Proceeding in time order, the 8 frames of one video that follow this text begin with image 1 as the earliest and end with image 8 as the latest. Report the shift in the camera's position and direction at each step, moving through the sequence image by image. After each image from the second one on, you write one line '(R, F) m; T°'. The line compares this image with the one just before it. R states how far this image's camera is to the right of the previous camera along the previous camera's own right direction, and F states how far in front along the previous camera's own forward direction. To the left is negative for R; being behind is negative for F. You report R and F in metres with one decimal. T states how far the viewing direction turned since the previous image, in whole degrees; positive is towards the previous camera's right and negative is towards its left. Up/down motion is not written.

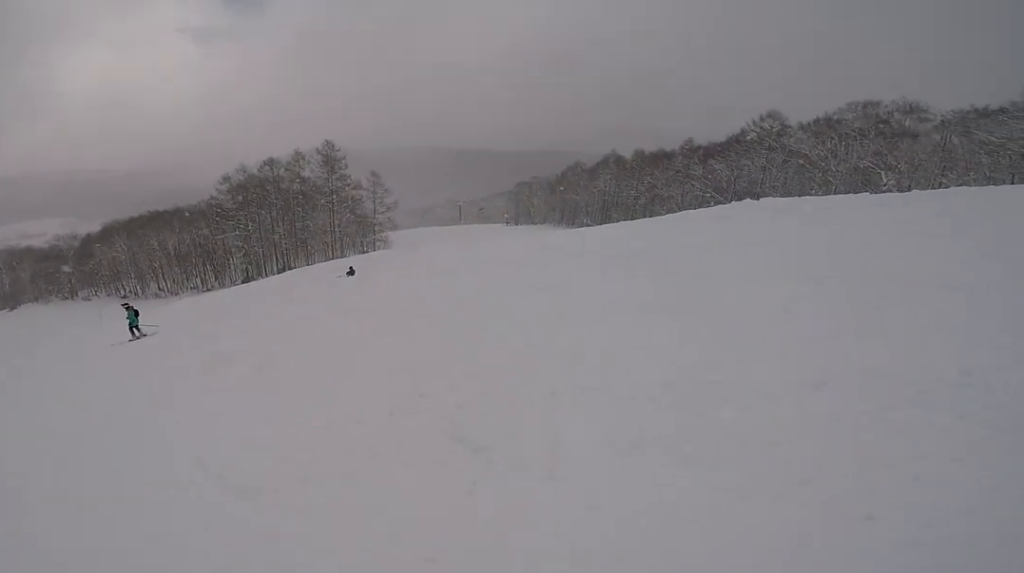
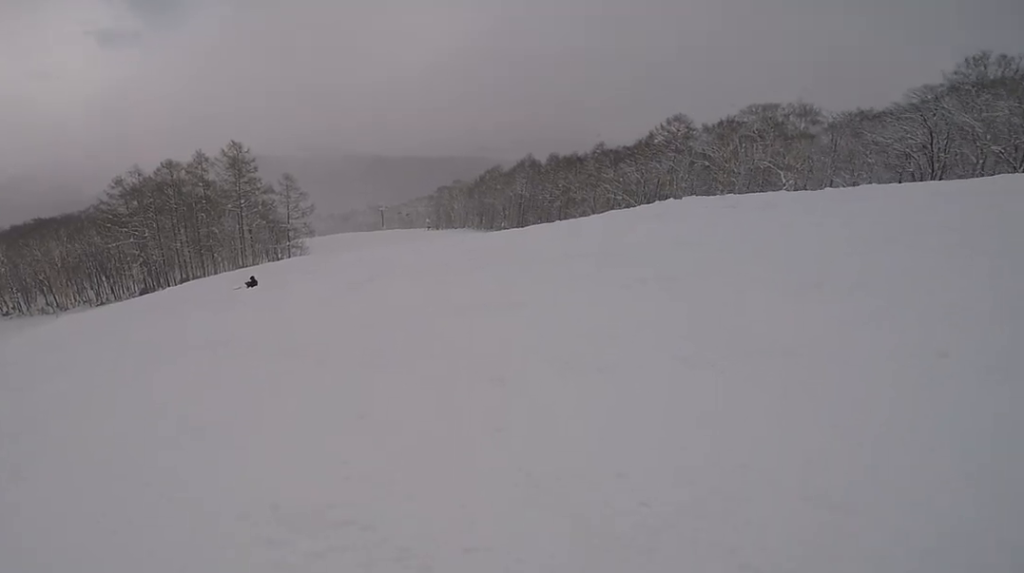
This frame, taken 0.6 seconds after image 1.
(+0.7, +2.6) m; 0°
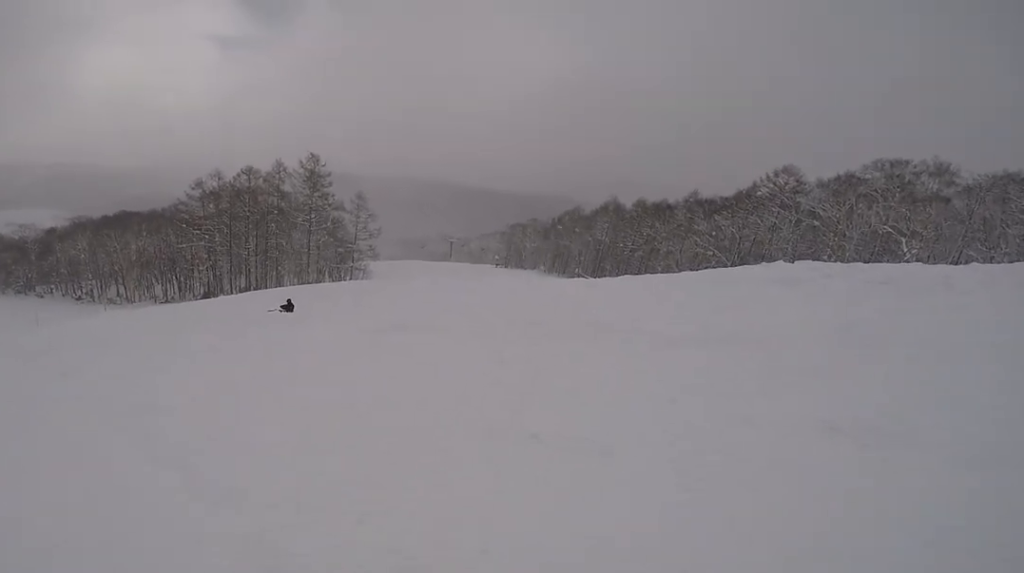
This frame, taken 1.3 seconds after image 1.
(0.0, +3.2) m; -14°
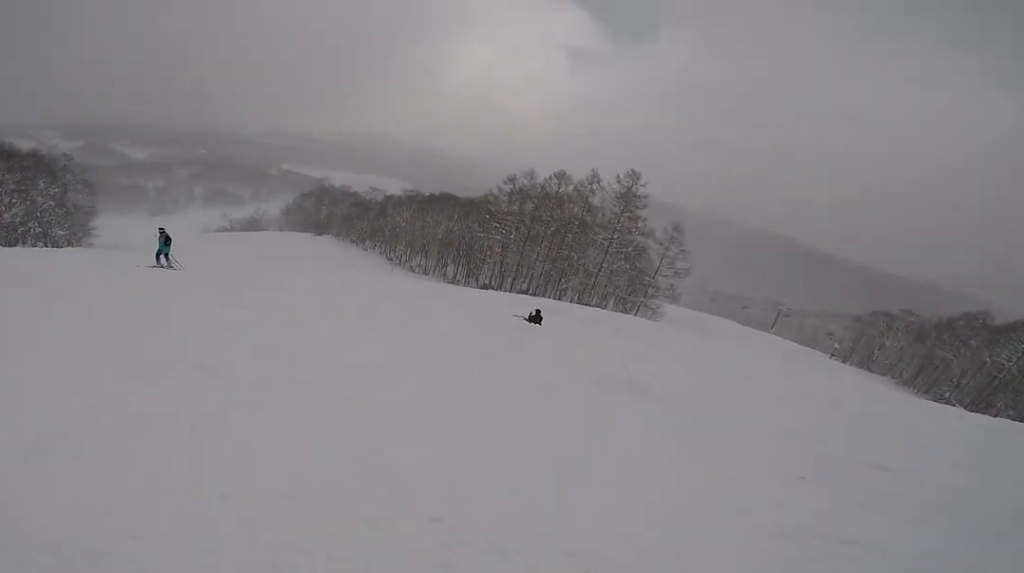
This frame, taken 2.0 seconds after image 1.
(-0.3, +3.1) m; -28°
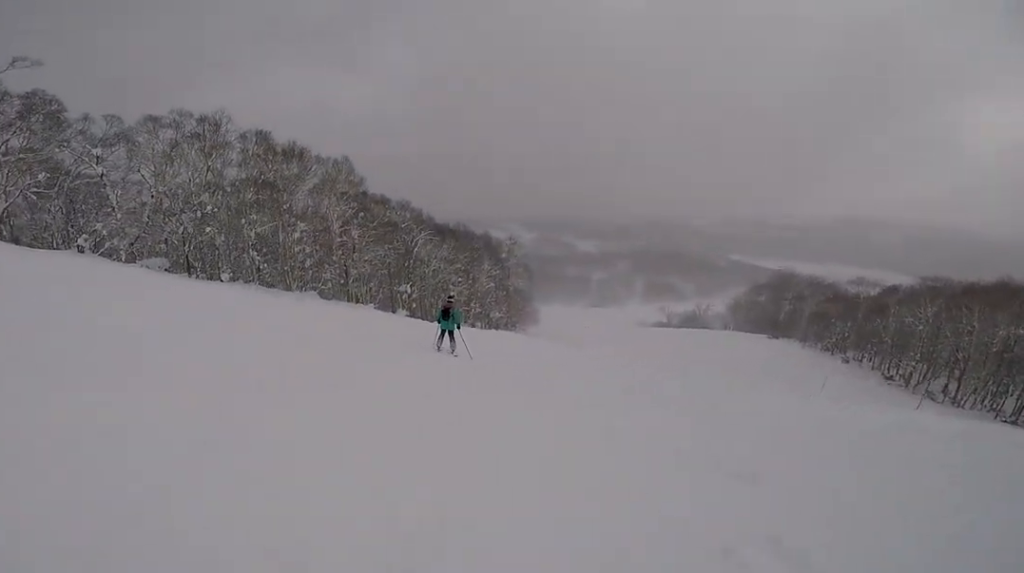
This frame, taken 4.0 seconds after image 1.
(-3.8, +6.7) m; -50°
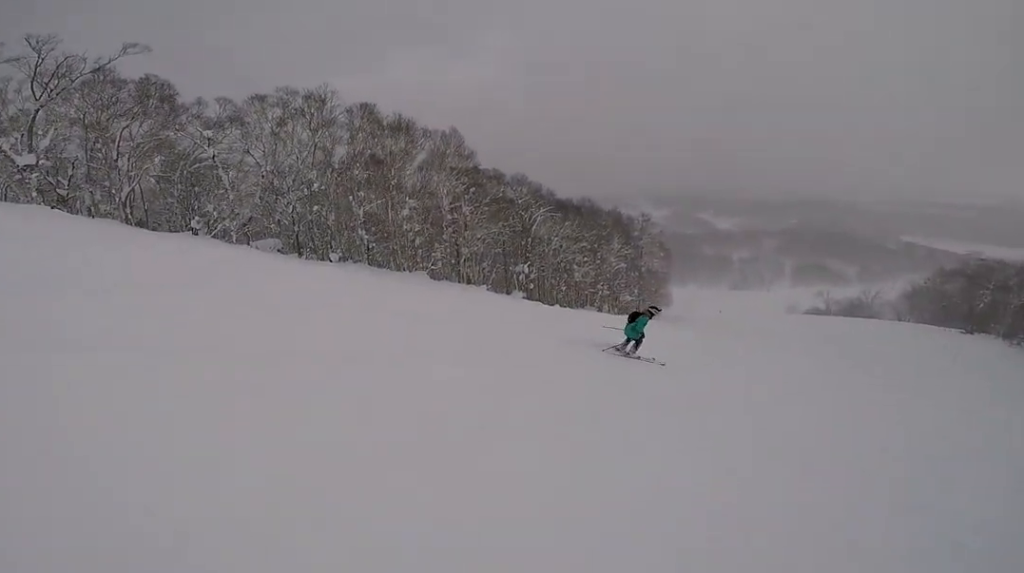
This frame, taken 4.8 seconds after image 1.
(-0.7, +2.6) m; -30°
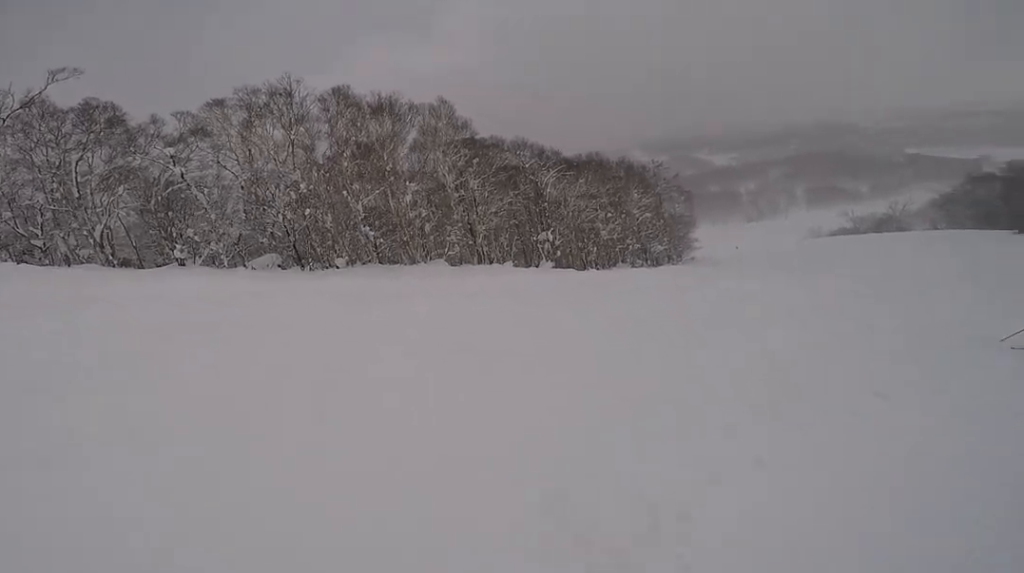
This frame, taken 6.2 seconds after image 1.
(-1.0, +4.1) m; +1°
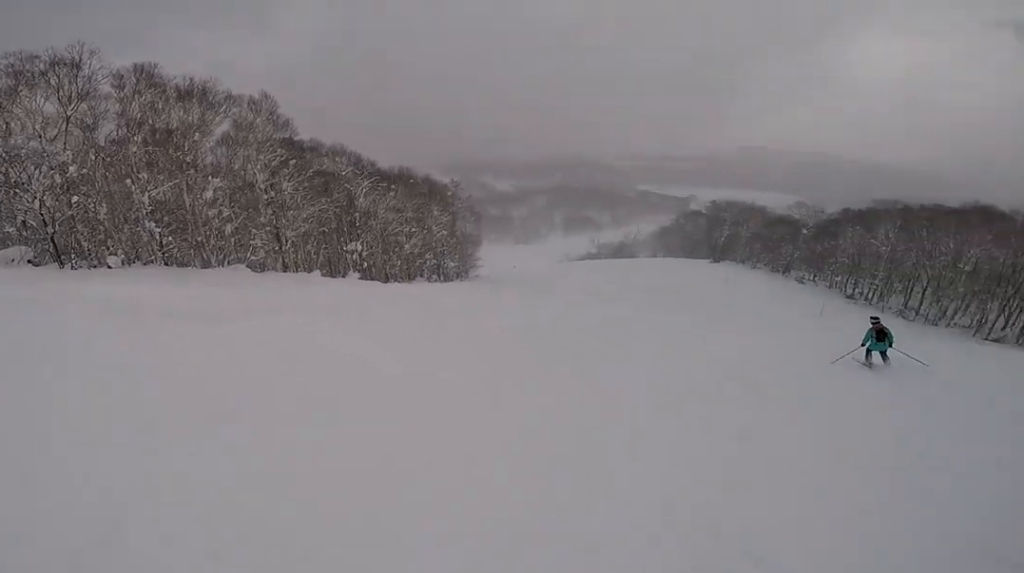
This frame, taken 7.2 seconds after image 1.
(+0.7, +2.6) m; +32°
